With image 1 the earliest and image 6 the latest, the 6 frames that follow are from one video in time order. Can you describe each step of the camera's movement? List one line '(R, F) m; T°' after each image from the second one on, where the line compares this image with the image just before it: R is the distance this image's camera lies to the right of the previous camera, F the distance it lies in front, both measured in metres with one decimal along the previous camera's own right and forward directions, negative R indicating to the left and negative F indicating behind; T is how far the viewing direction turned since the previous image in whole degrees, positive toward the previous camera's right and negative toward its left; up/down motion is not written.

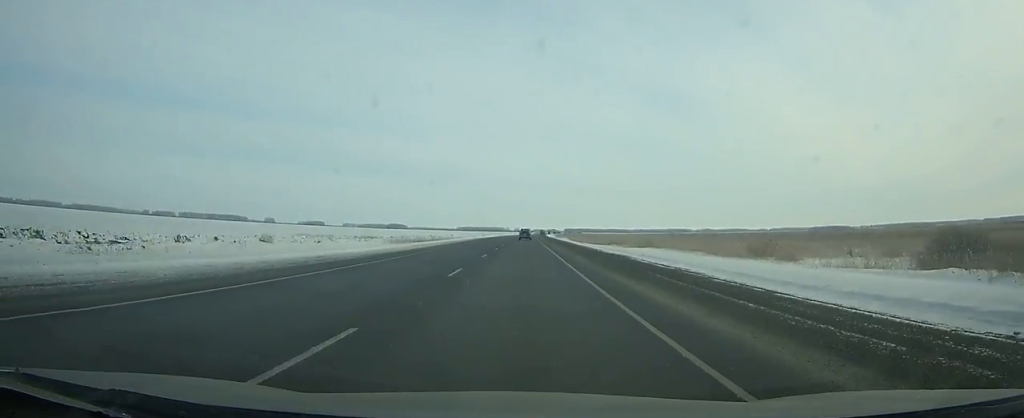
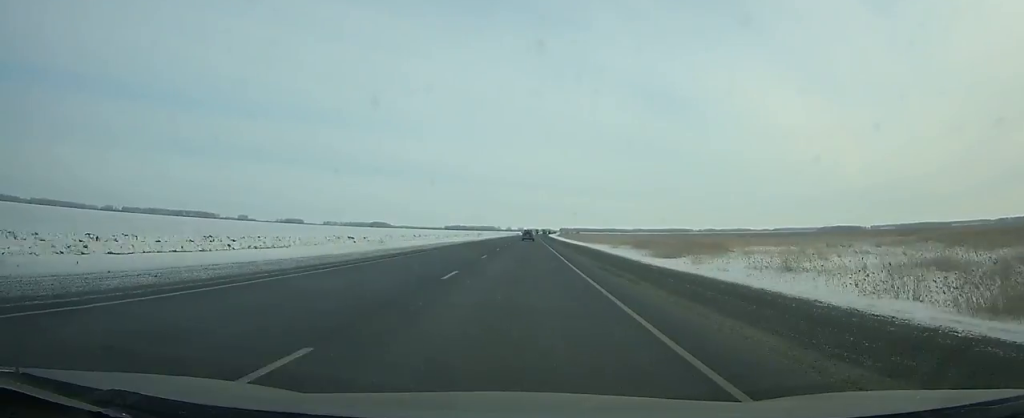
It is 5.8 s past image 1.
(+1.3, +166.5) m; +1°
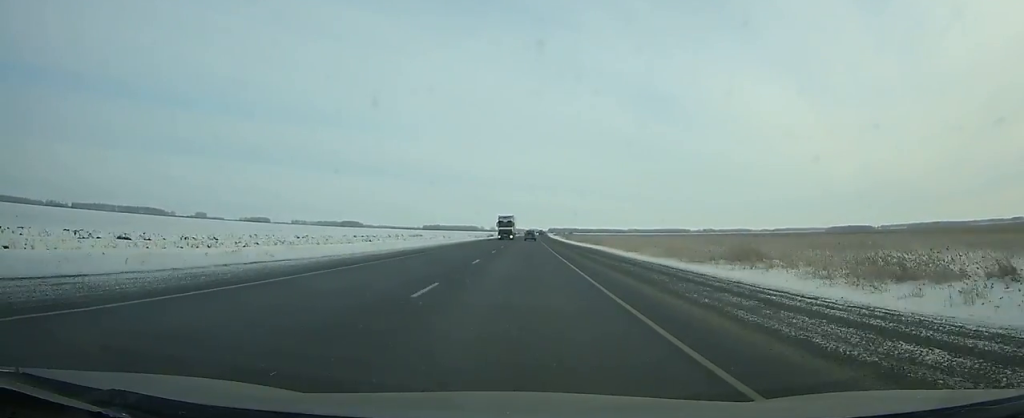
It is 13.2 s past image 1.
(+2.5, +218.7) m; +1°
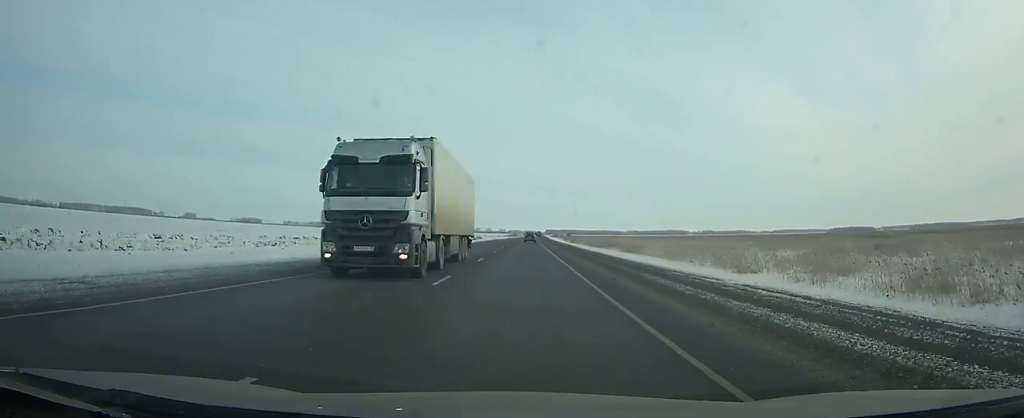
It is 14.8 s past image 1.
(+0.1, +46.2) m; 0°
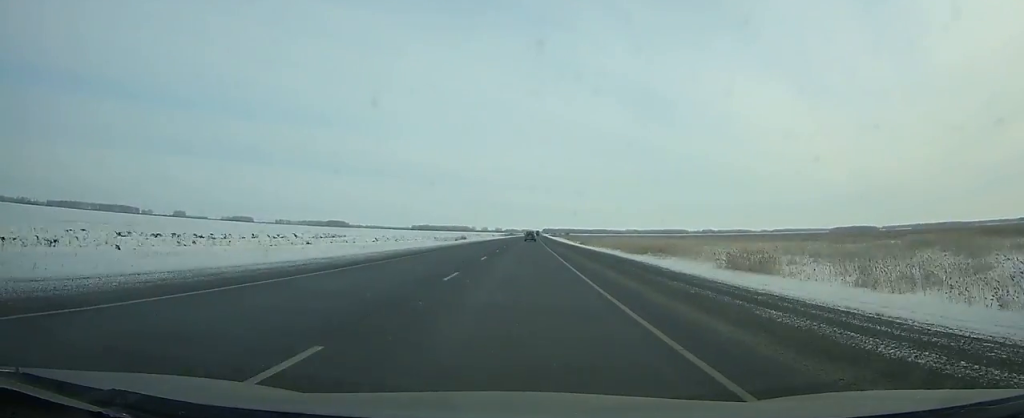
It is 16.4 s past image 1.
(0.0, +45.7) m; 0°
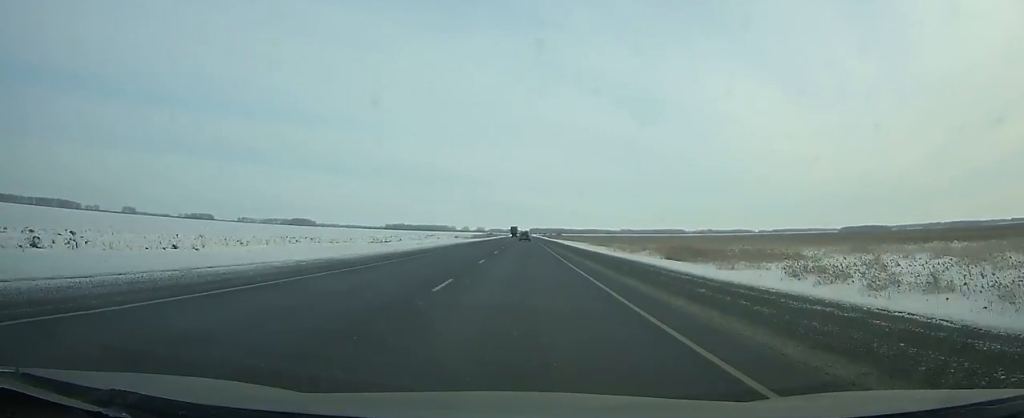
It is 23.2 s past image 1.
(+2.4, +194.3) m; +1°
